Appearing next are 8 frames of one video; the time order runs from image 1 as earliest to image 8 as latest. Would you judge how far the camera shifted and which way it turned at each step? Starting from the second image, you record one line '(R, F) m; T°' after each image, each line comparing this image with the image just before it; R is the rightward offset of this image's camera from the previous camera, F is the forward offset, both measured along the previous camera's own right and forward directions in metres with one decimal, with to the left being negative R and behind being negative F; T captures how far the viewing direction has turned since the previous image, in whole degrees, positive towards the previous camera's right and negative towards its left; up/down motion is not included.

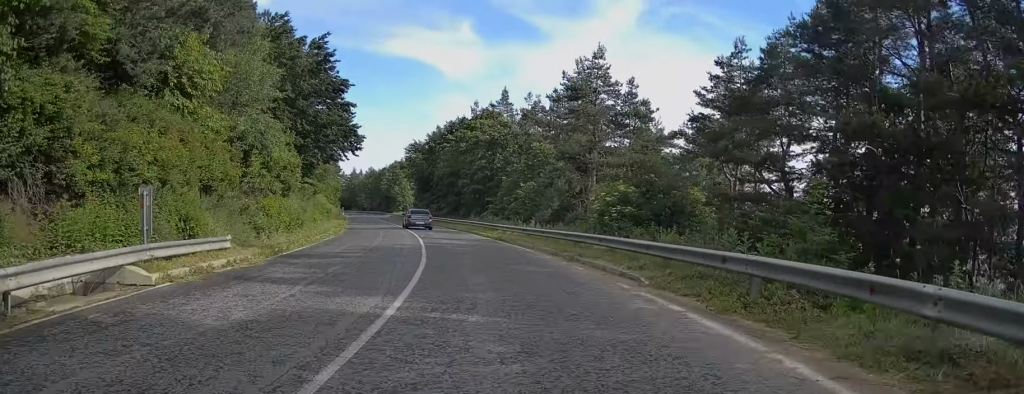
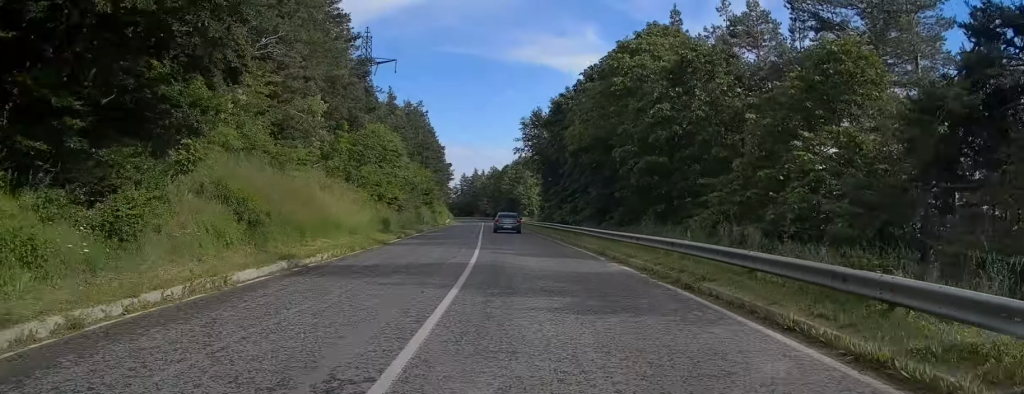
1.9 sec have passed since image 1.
(-4.3, +29.4) m; -11°
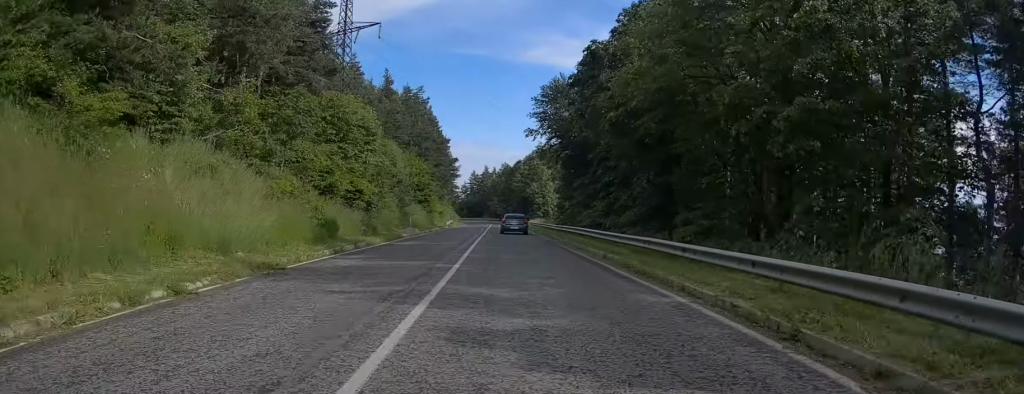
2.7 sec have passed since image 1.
(-0.1, +13.7) m; 0°
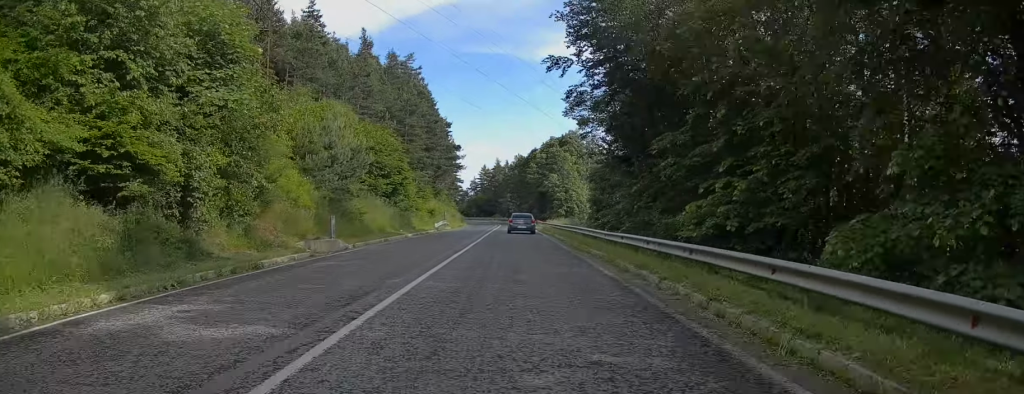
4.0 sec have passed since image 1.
(-0.1, +21.7) m; -1°
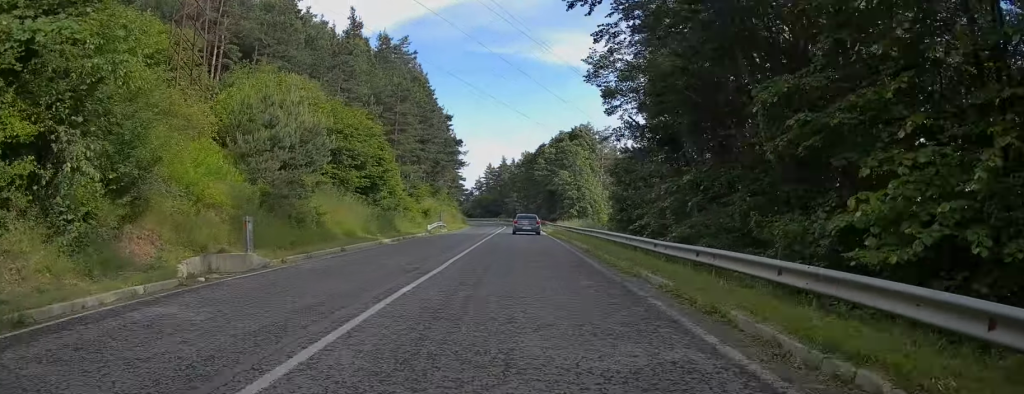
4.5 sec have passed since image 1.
(0.0, +8.3) m; 0°
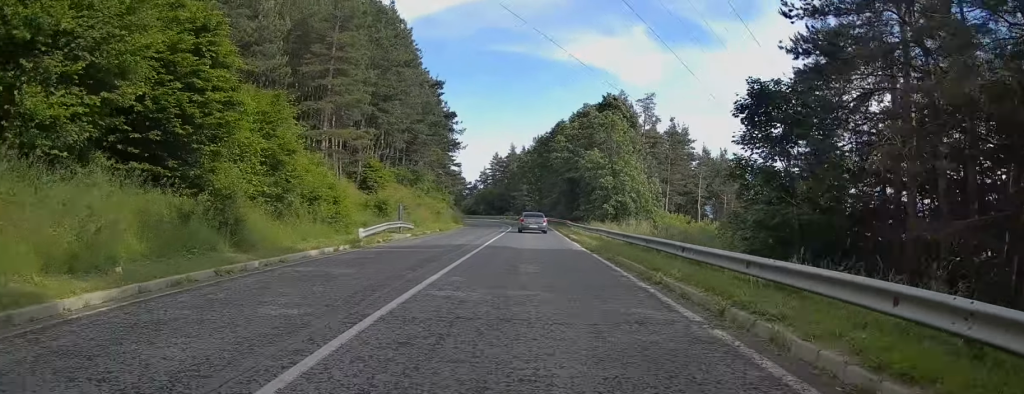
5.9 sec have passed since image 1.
(0.0, +22.5) m; -1°
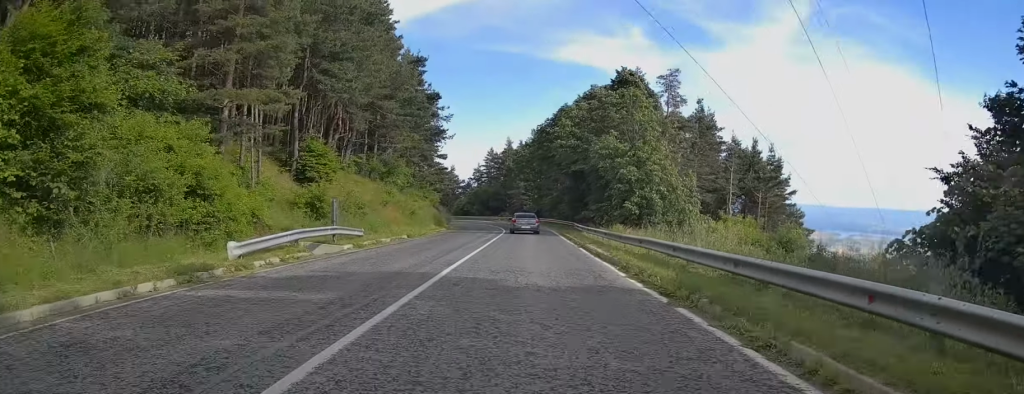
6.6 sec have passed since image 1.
(-0.1, +11.6) m; -1°
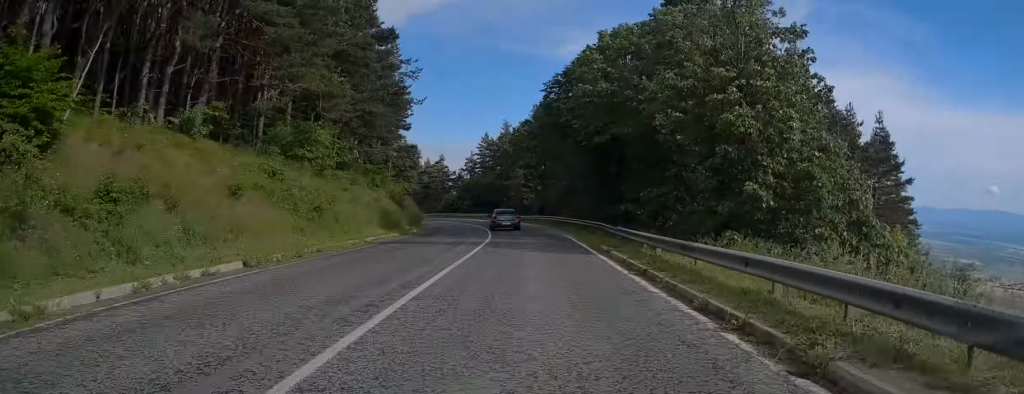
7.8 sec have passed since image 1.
(-0.1, +20.5) m; 0°
